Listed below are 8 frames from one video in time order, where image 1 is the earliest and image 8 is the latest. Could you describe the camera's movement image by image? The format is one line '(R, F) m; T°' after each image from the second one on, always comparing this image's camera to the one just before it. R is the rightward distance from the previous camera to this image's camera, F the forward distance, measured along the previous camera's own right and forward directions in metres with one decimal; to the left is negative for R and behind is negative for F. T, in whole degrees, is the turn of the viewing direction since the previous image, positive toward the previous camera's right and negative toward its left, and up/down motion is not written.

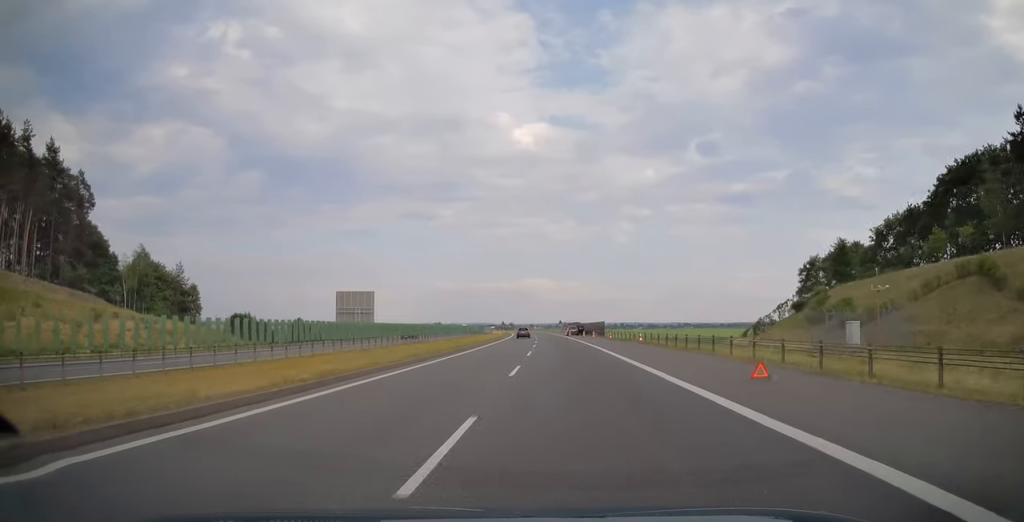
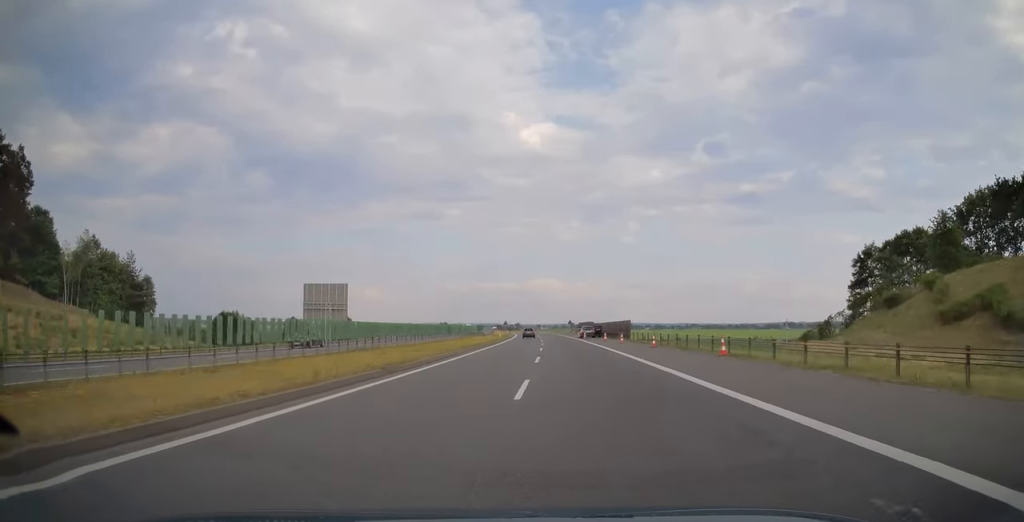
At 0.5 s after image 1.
(-0.1, +17.4) m; -1°
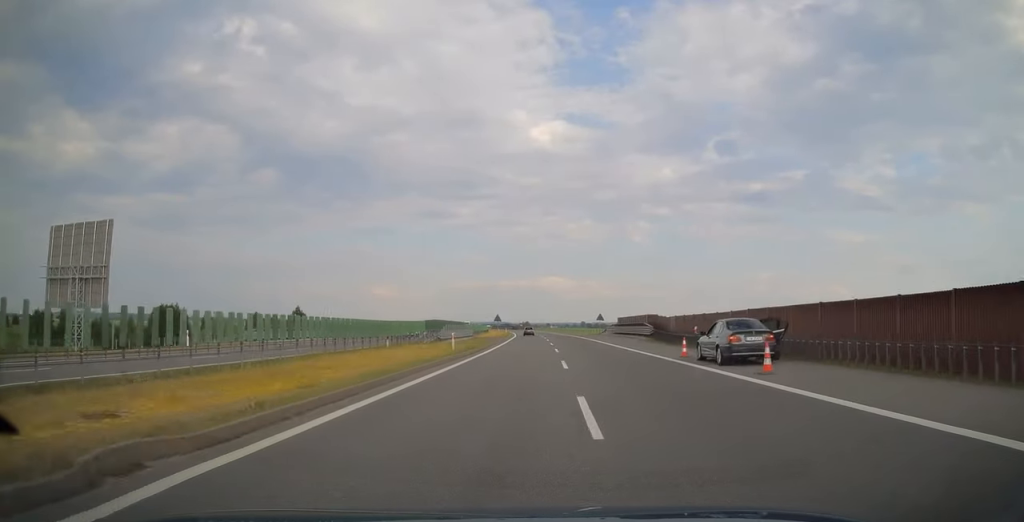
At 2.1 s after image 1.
(-0.8, +52.1) m; -2°
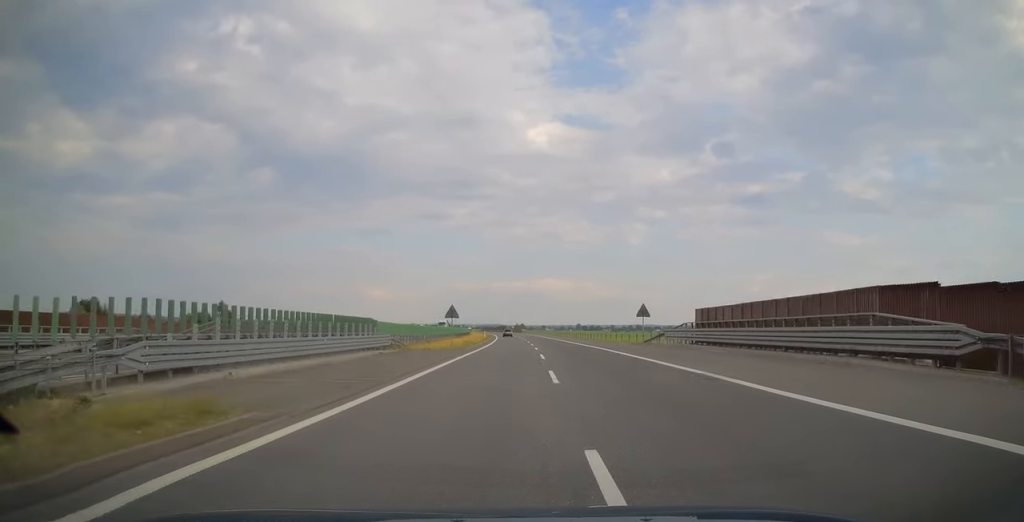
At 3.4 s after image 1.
(-0.3, +40.7) m; 0°
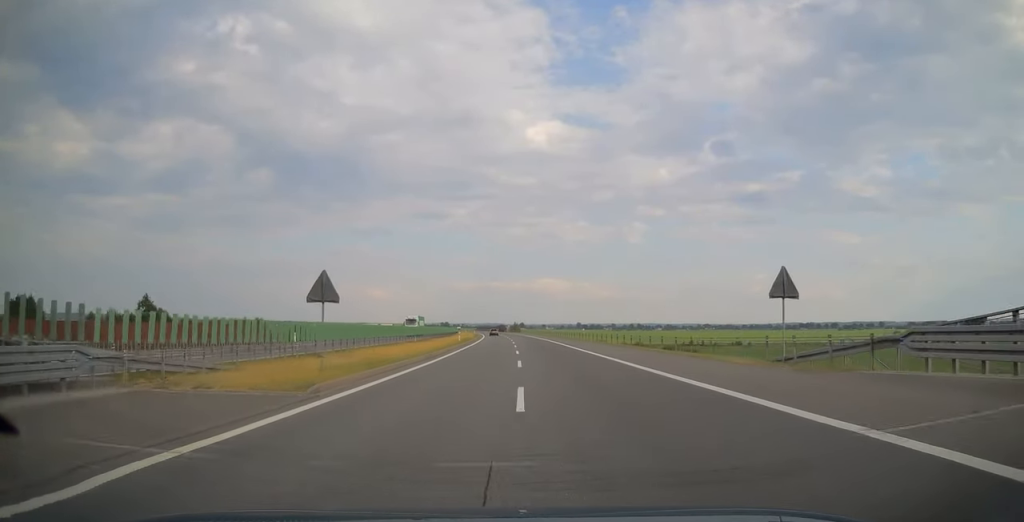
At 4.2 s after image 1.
(0.0, +28.3) m; 0°
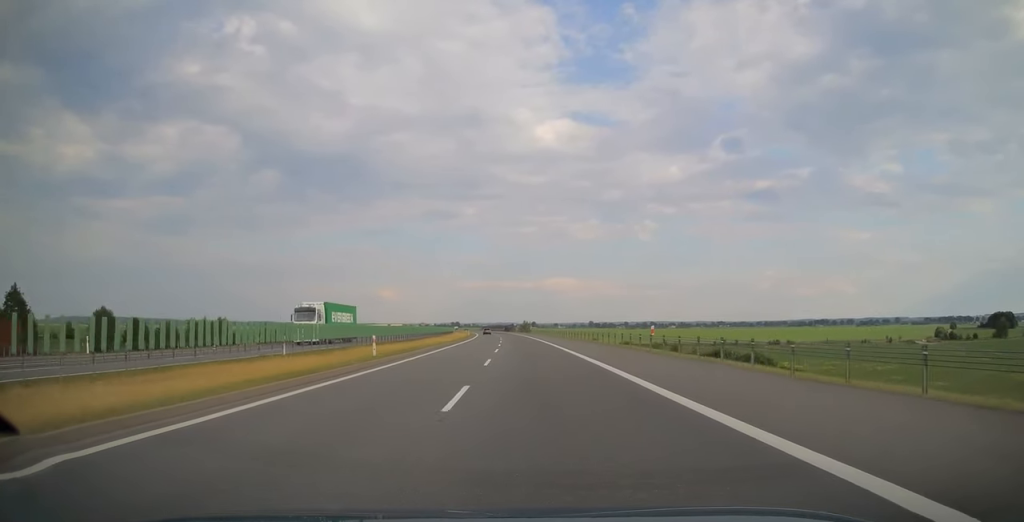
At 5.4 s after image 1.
(-0.1, +35.8) m; -1°
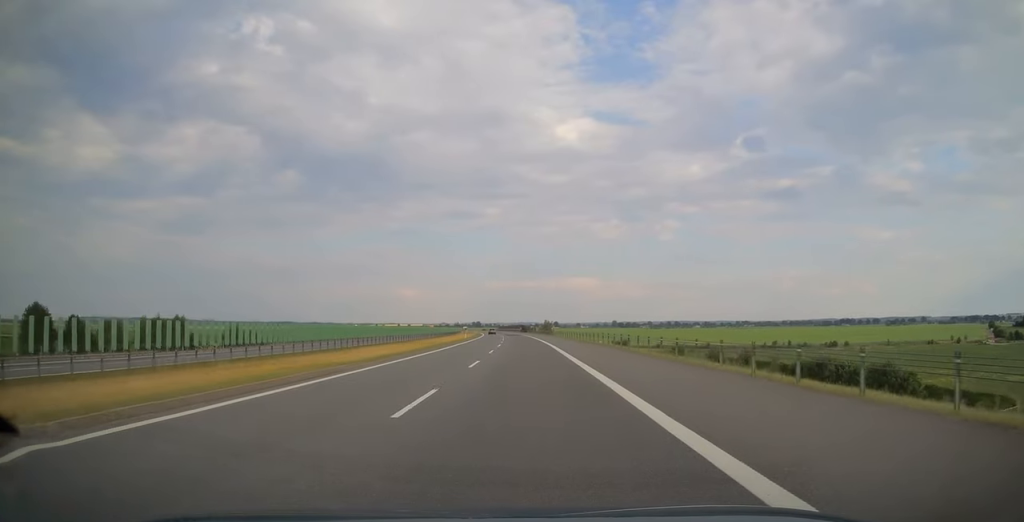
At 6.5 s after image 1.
(-0.4, +36.4) m; -1°
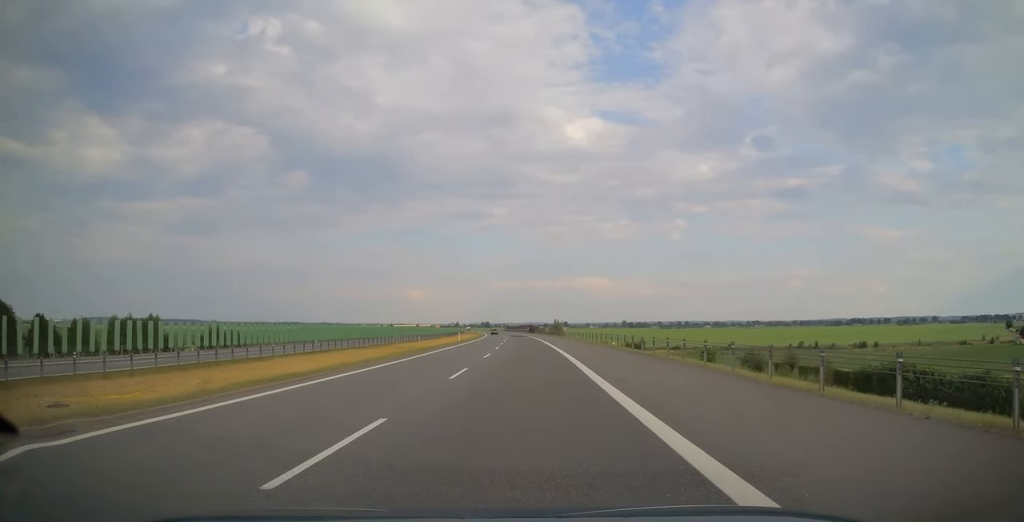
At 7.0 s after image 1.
(-0.1, +16.3) m; -1°
